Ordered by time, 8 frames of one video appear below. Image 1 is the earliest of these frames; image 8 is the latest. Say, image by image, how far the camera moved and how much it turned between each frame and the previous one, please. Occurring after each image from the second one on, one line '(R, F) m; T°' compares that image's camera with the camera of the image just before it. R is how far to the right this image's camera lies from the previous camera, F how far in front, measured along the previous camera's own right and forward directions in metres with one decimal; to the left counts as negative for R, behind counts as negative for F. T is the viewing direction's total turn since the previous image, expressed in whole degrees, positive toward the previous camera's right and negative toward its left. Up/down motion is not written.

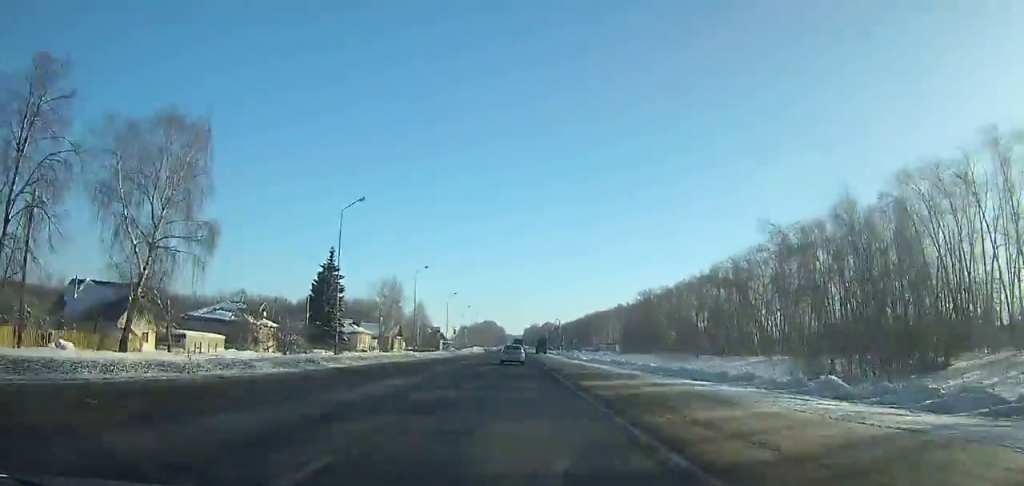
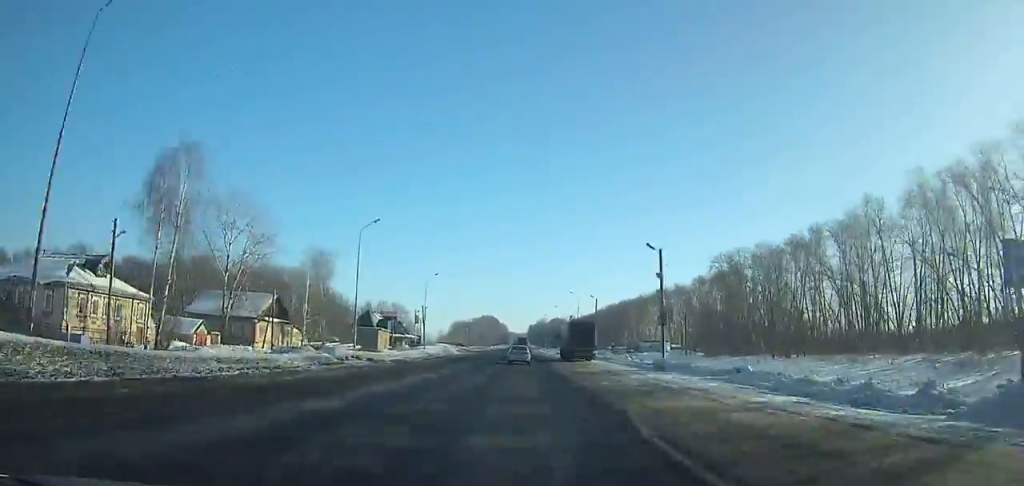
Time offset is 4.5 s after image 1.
(0.0, +87.9) m; 0°
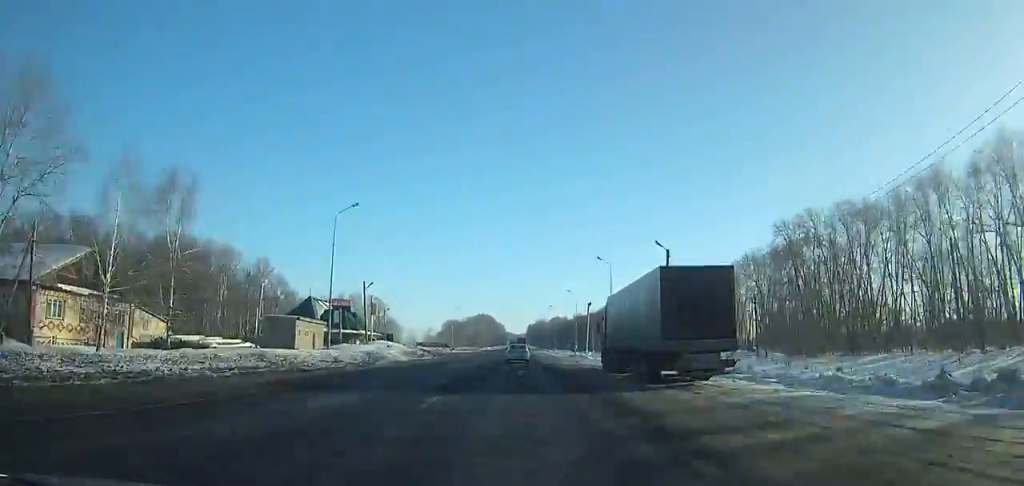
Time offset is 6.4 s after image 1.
(-0.1, +37.7) m; 0°
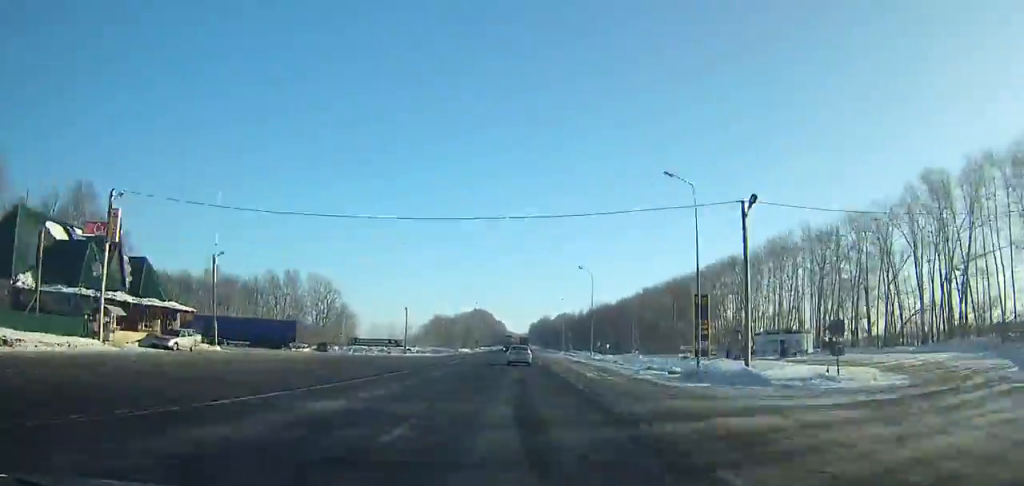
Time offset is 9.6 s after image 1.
(-0.2, +63.8) m; 0°
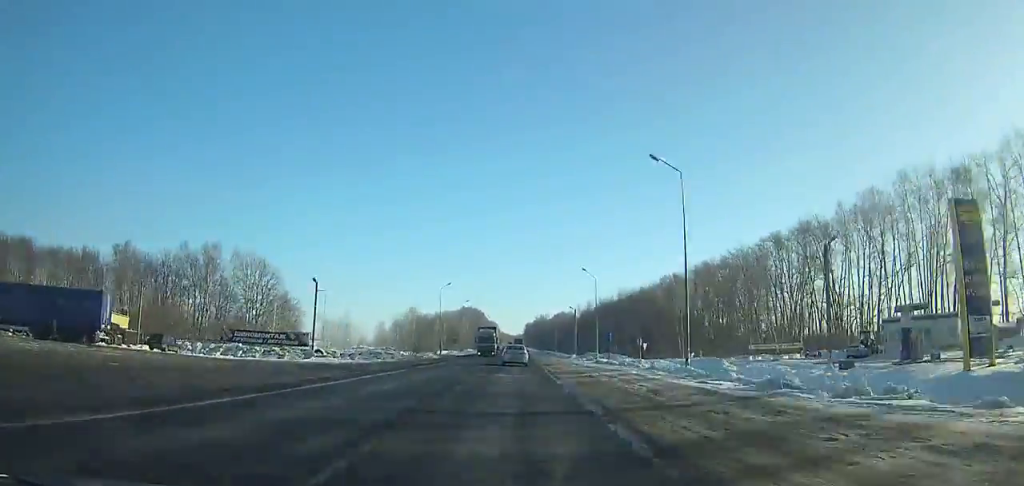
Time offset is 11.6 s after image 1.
(+0.1, +39.9) m; 0°
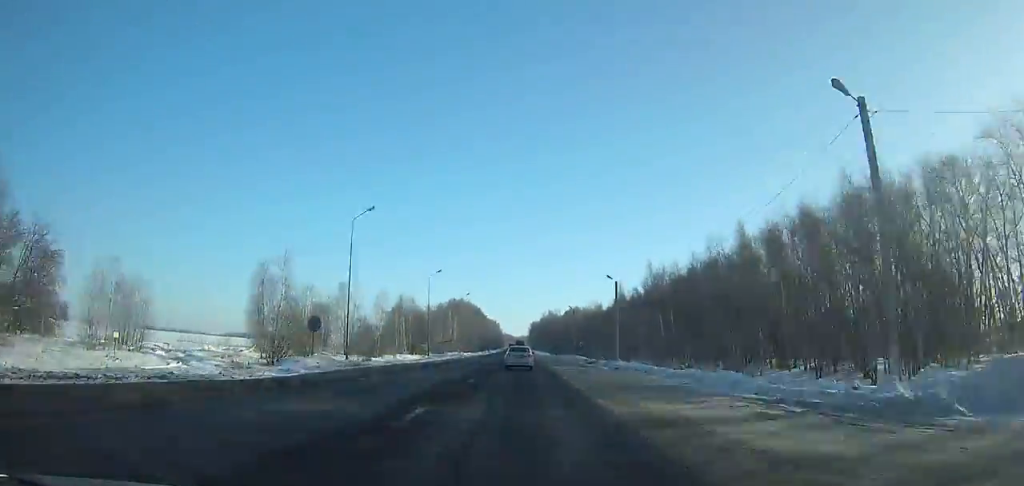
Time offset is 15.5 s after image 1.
(+0.1, +77.7) m; 0°
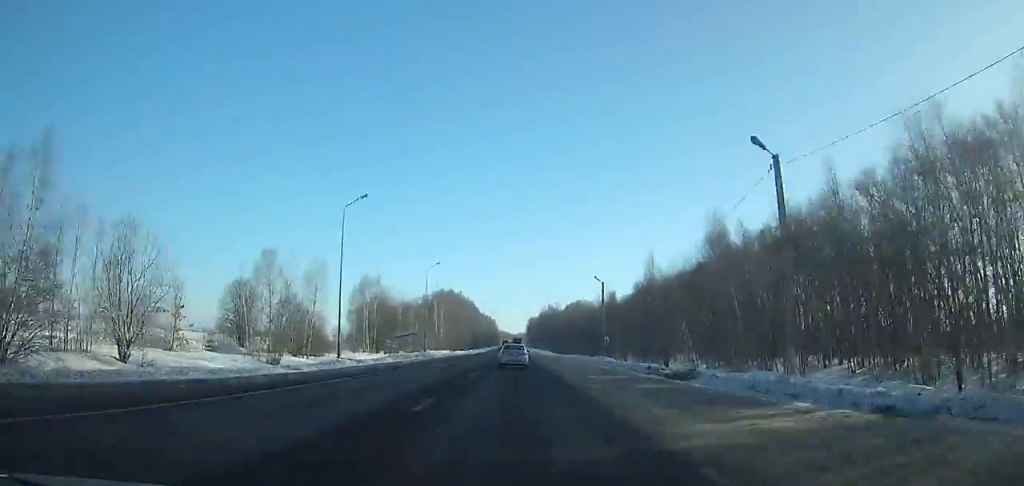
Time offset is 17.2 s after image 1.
(-0.1, +33.8) m; 0°
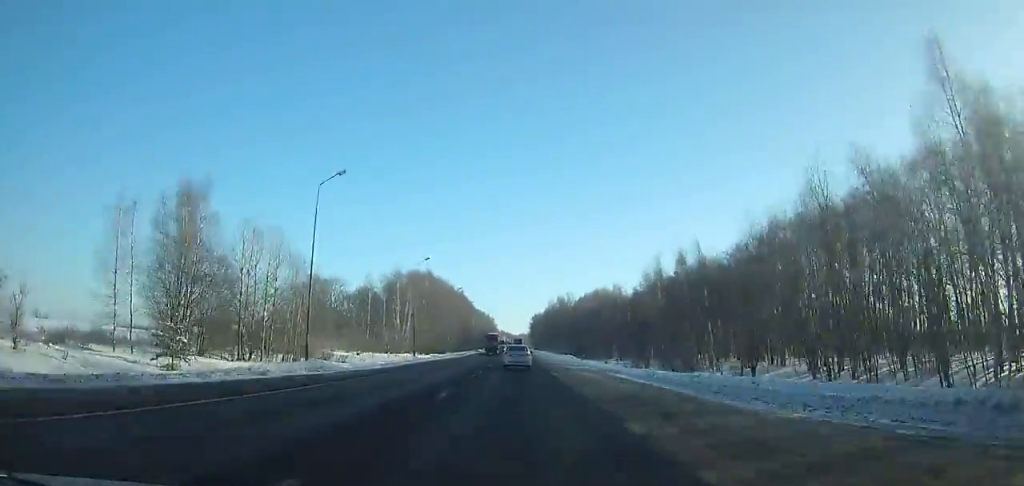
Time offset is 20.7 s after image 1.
(+0.2, +70.0) m; 0°
